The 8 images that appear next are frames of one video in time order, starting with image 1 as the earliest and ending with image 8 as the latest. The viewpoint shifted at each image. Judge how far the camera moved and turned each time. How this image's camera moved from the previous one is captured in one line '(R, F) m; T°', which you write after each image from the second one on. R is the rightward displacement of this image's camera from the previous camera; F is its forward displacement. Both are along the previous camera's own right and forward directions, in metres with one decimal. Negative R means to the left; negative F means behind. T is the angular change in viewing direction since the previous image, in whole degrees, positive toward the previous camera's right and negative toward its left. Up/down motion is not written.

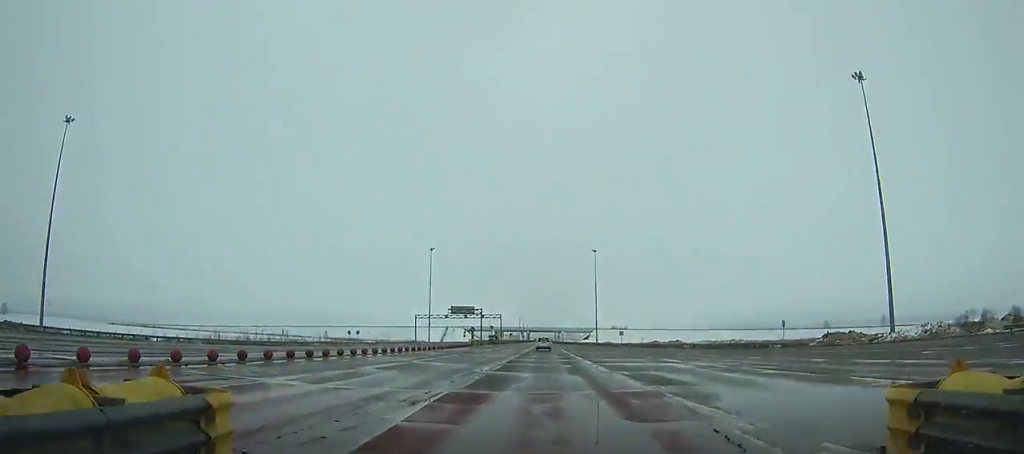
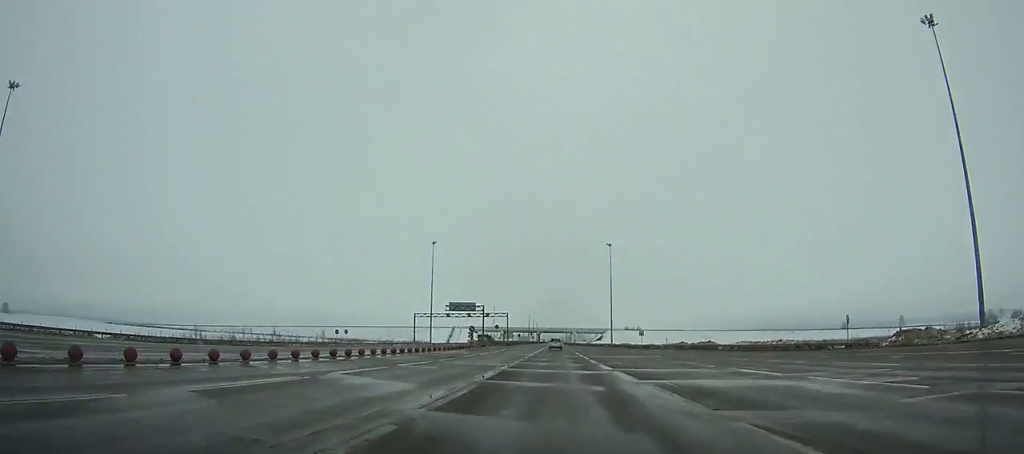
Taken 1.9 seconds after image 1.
(+0.4, +13.2) m; 0°
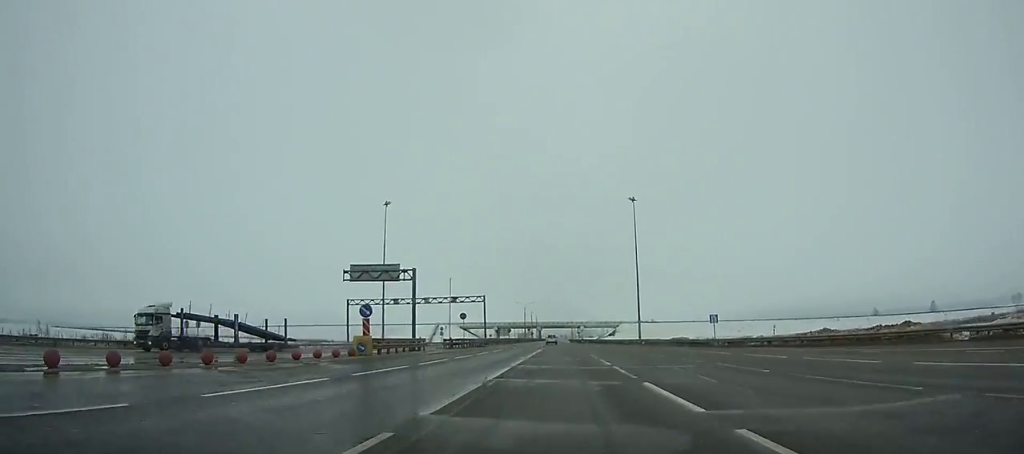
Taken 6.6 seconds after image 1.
(-1.8, +48.5) m; -3°
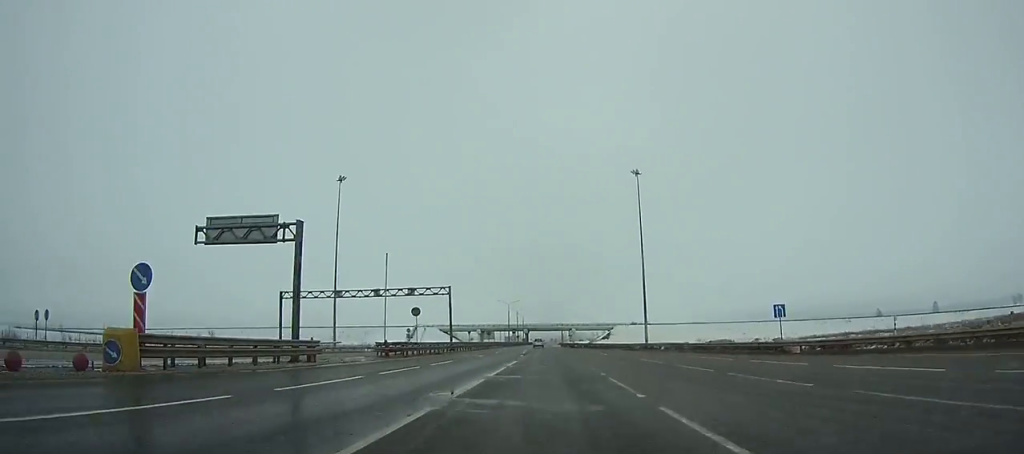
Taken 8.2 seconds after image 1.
(-0.1, +20.5) m; -1°
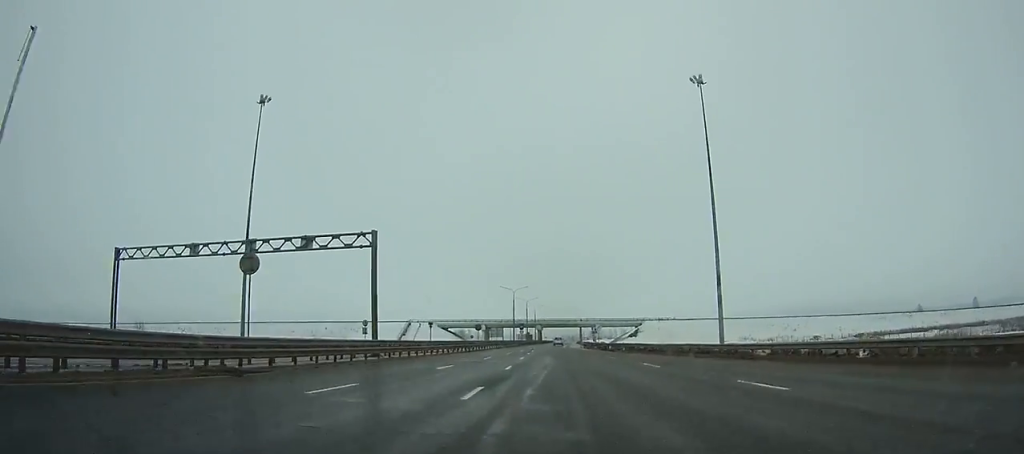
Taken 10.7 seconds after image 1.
(-0.2, +35.5) m; -1°
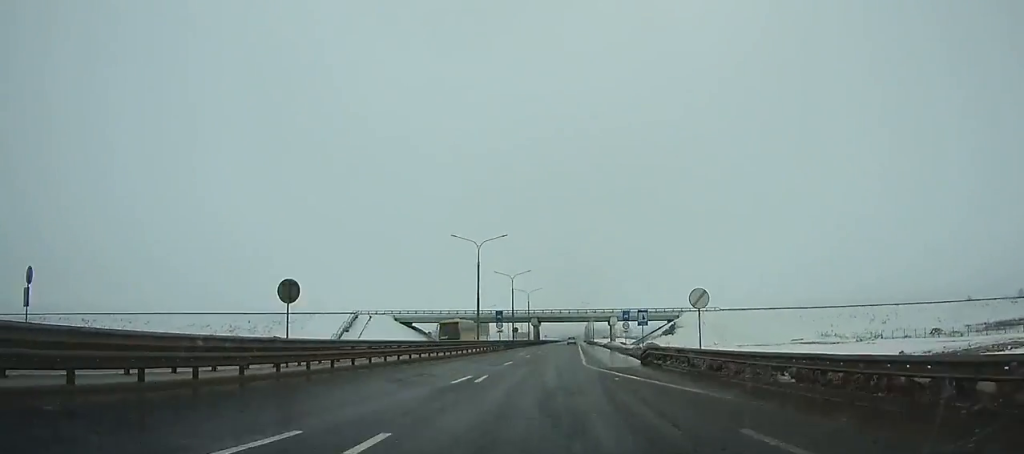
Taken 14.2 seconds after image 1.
(+0.1, +57.2) m; +1°
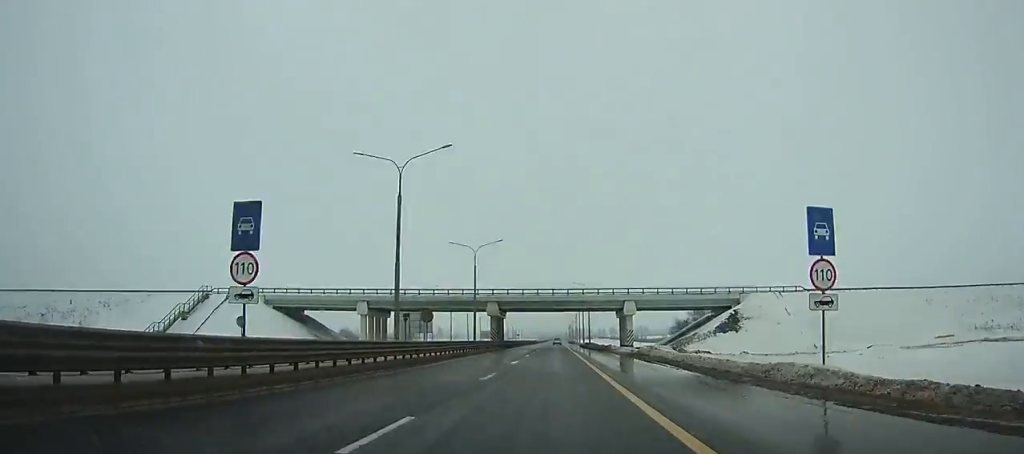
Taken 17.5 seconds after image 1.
(+0.9, +59.7) m; +1°
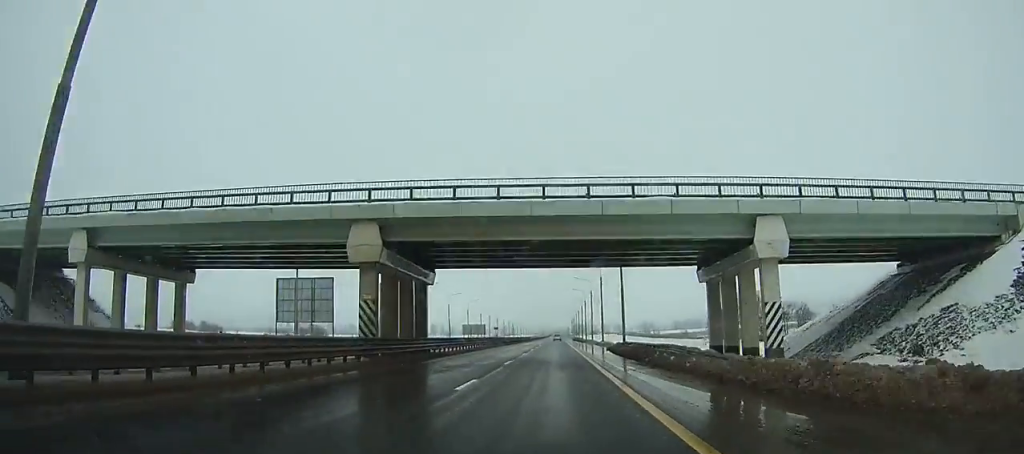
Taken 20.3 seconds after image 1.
(+0.1, +54.3) m; 0°
